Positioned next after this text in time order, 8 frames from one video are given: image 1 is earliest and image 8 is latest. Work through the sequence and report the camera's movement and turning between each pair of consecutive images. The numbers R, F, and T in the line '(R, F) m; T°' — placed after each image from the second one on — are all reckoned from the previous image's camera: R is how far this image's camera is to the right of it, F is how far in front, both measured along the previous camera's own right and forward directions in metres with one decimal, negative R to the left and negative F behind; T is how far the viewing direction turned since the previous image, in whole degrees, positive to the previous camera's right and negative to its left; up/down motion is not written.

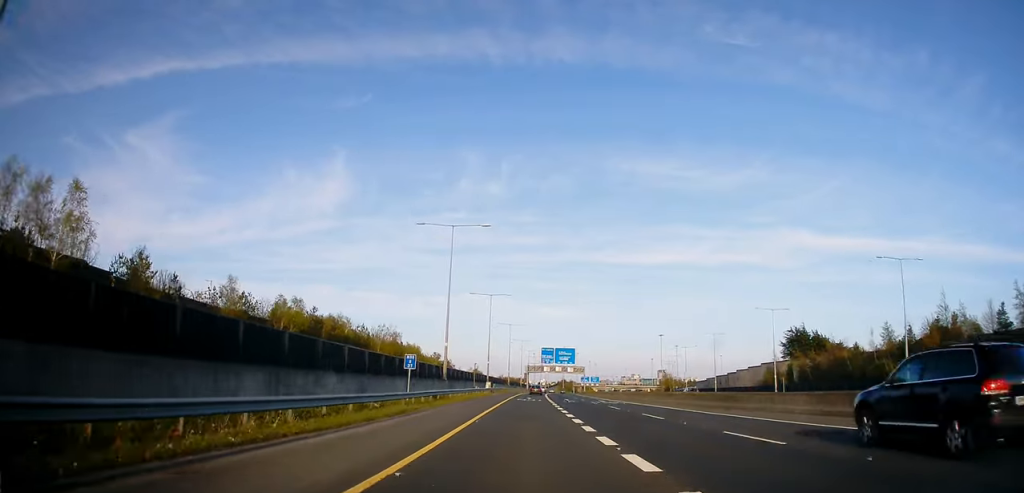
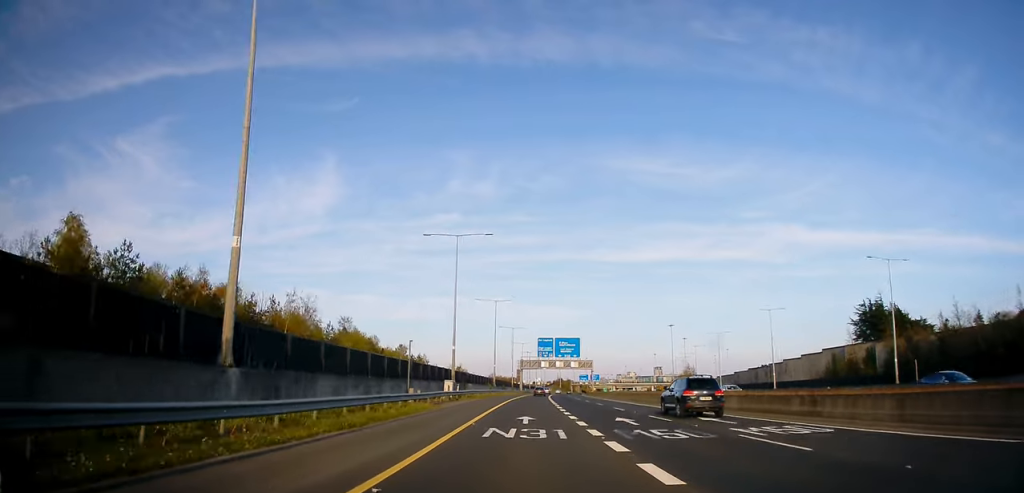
(+0.4, +36.0) m; +1°
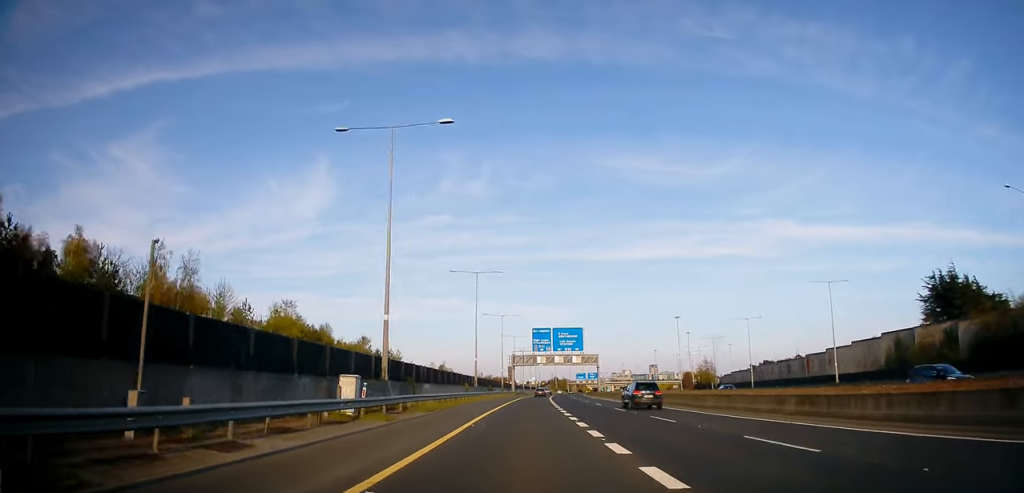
(0.0, +23.8) m; 0°
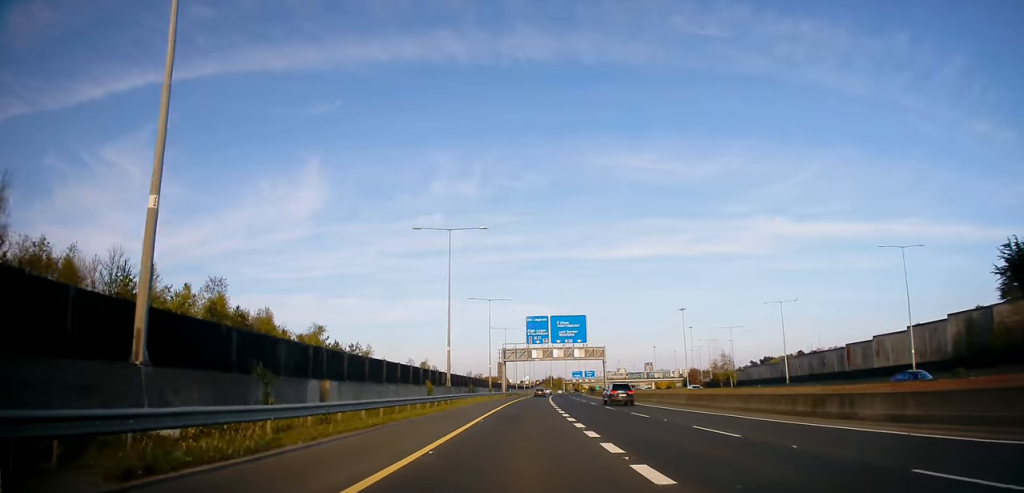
(0.0, +19.1) m; 0°
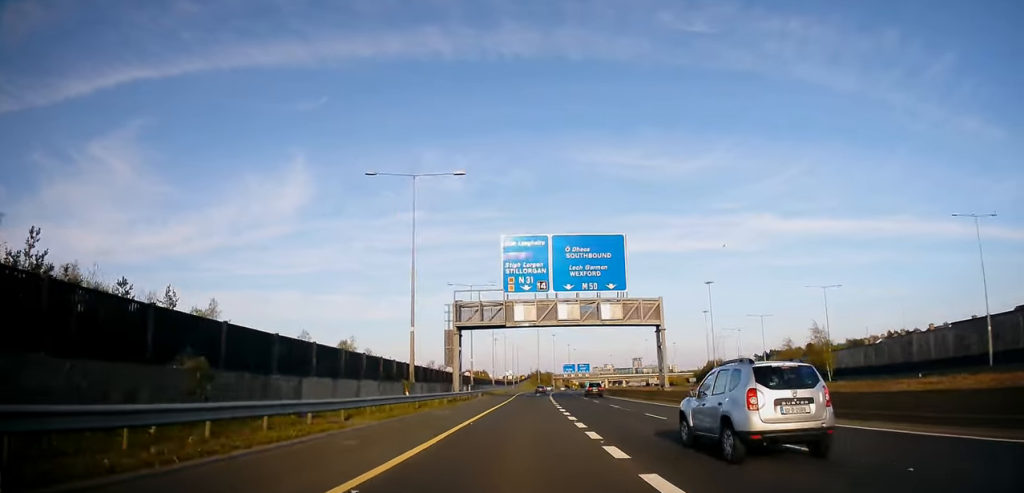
(+1.2, +51.5) m; +3°
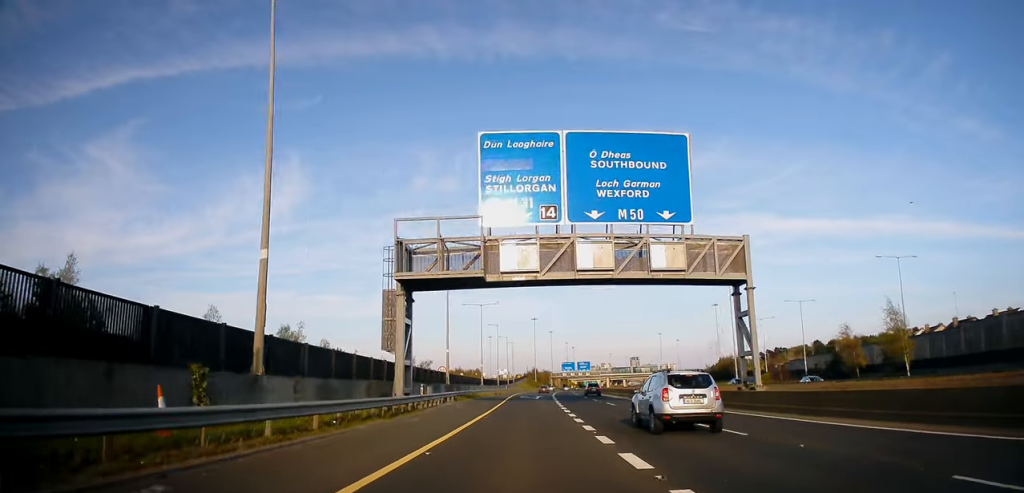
(0.0, +21.1) m; -1°
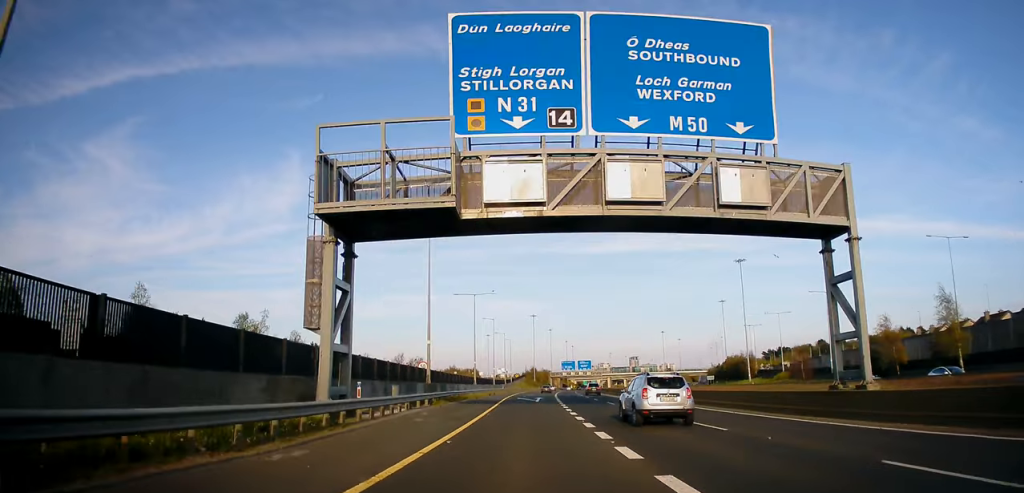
(-0.2, +10.6) m; 0°
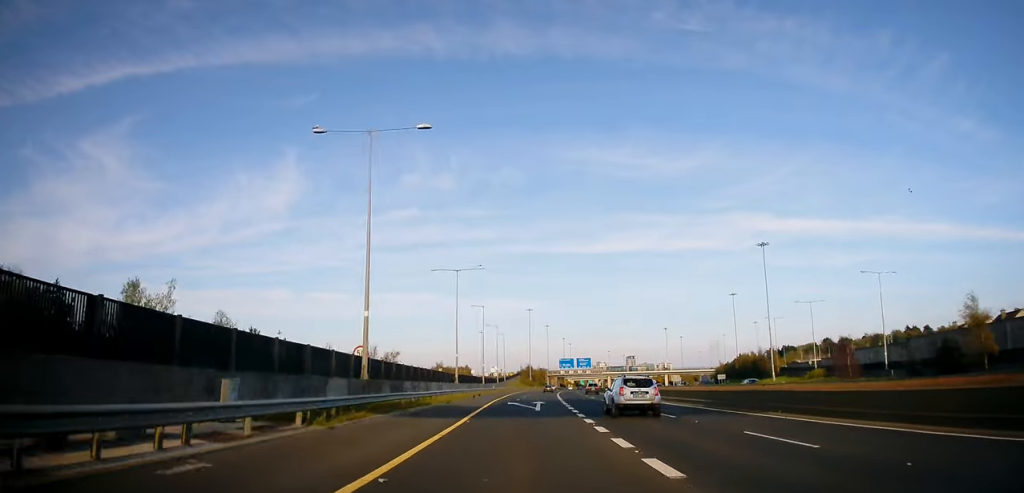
(-0.4, +17.3) m; +1°
